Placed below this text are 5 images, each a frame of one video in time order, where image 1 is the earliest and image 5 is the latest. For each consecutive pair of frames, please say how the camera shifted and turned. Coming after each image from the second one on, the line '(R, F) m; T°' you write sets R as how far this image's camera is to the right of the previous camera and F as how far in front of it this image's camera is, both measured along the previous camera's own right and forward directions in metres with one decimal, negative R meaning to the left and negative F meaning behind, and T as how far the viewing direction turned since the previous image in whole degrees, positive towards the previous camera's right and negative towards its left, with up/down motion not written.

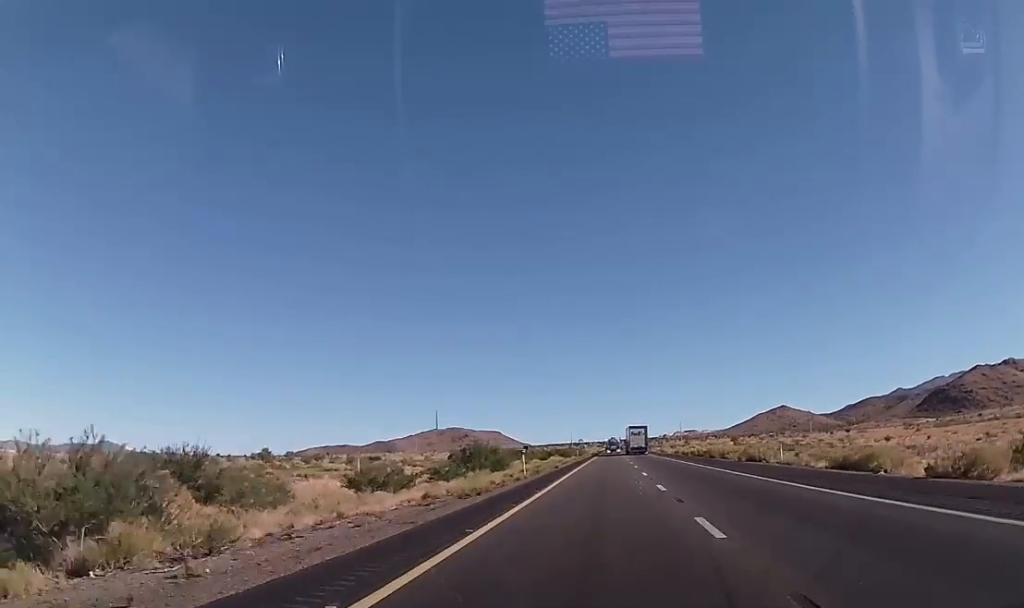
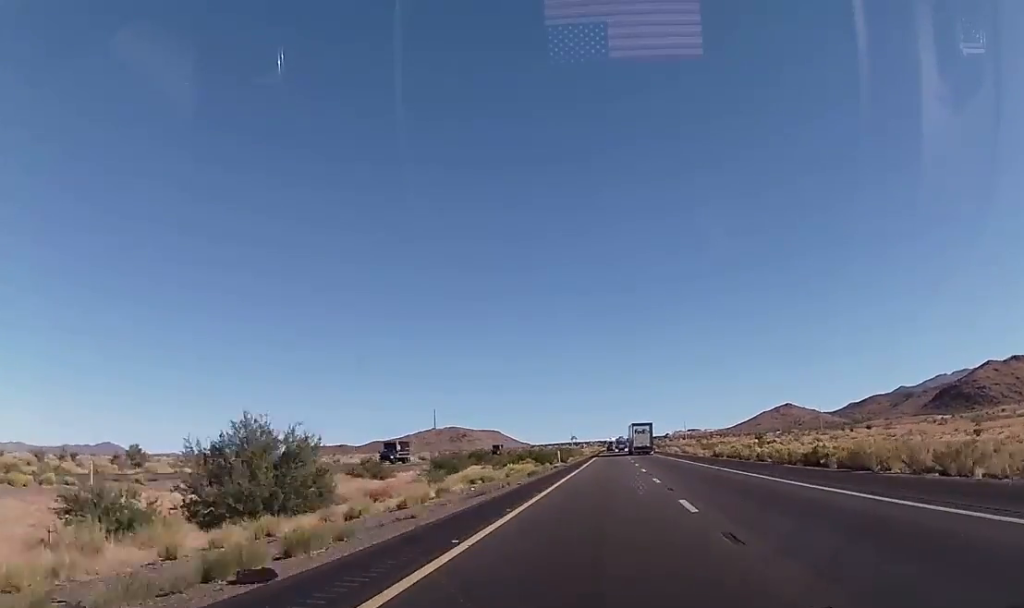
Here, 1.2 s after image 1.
(-0.2, +44.1) m; 0°
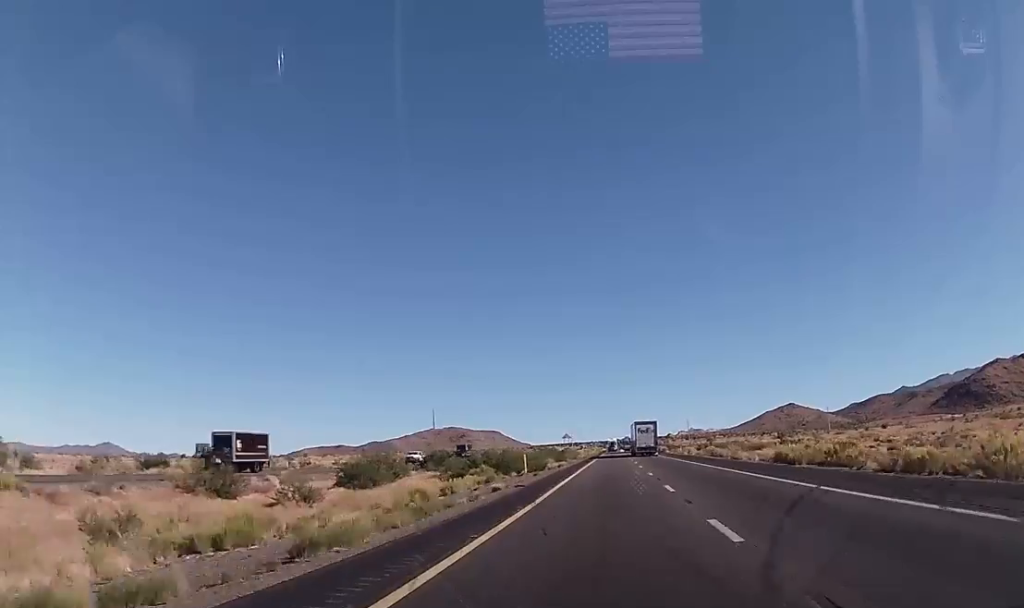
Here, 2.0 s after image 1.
(0.0, +29.0) m; 0°
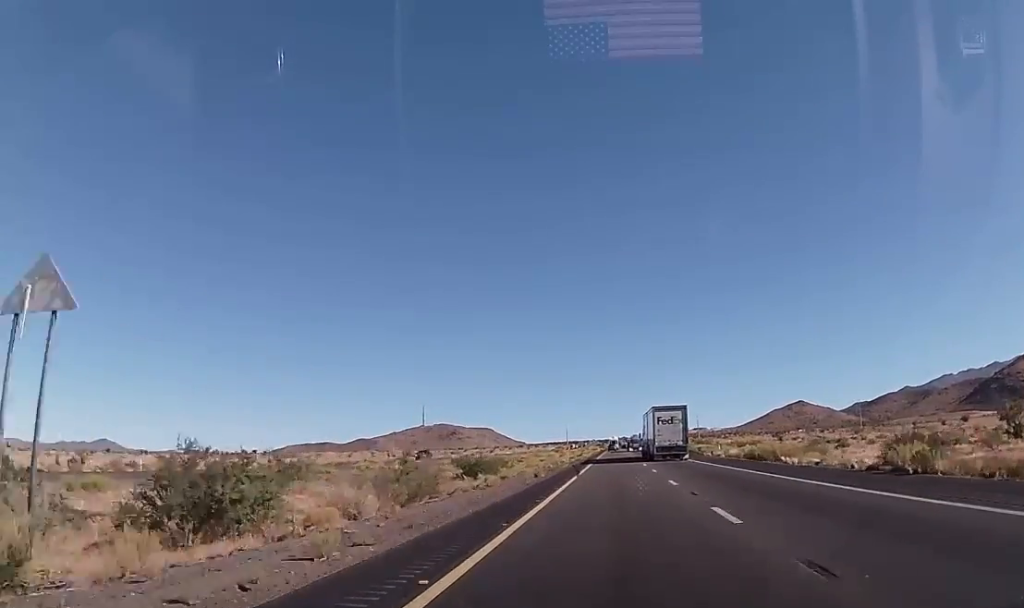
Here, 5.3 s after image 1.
(+0.5, +118.9) m; 0°
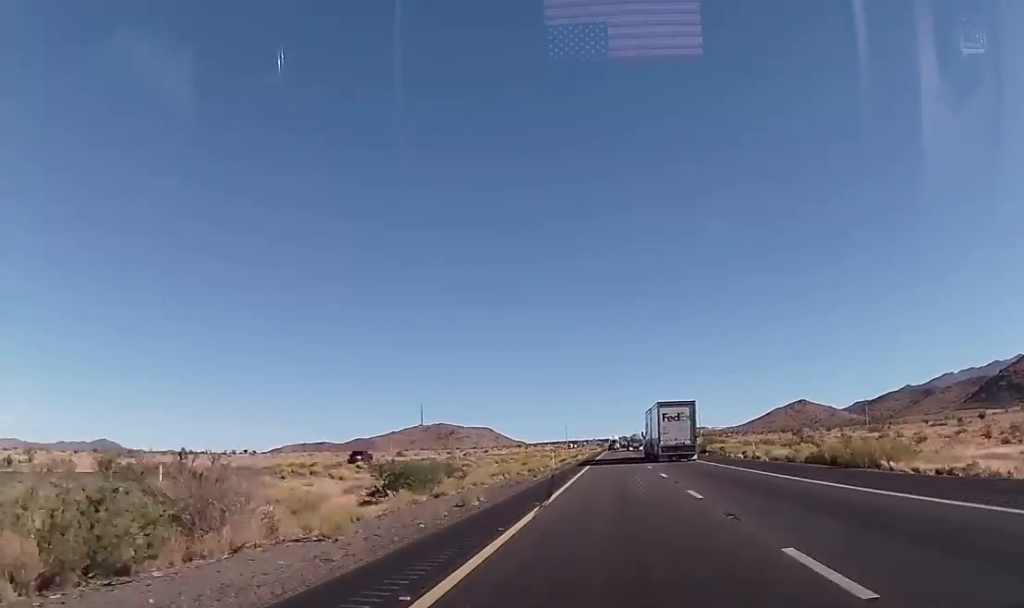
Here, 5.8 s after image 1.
(0.0, +18.6) m; 0°
